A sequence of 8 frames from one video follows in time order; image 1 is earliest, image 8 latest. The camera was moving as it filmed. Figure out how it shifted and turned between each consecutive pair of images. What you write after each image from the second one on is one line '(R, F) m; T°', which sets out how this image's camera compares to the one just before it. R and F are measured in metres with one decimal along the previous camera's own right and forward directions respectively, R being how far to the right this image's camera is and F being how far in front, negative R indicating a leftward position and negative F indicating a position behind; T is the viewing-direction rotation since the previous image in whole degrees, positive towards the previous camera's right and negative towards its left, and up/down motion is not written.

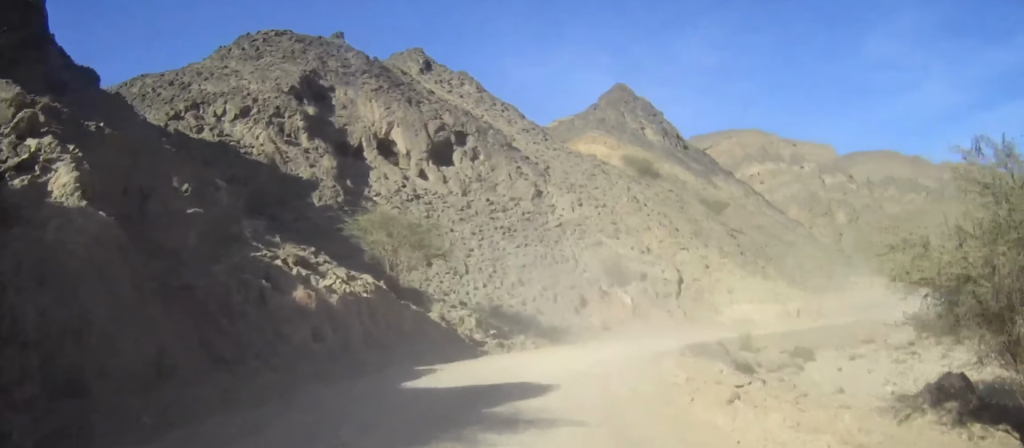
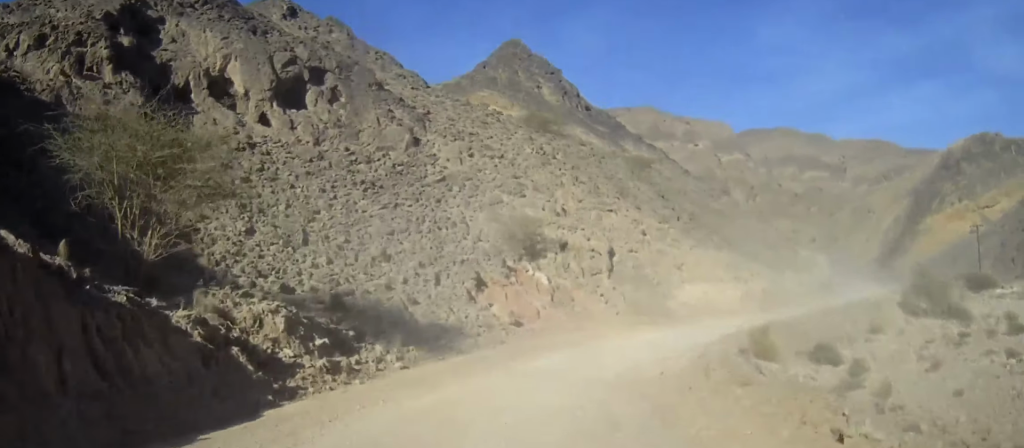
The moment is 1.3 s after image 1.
(+0.4, +16.7) m; +5°
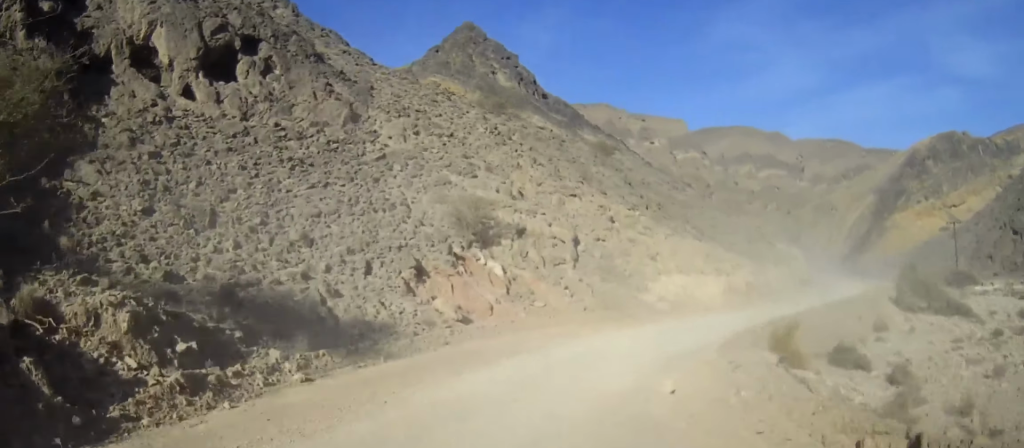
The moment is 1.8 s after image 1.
(-0.1, +6.0) m; +3°
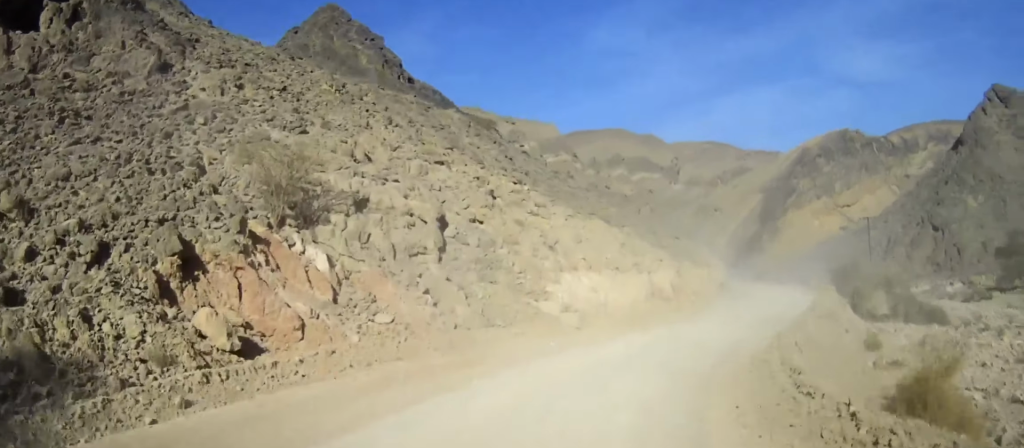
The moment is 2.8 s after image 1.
(+0.8, +11.0) m; +11°
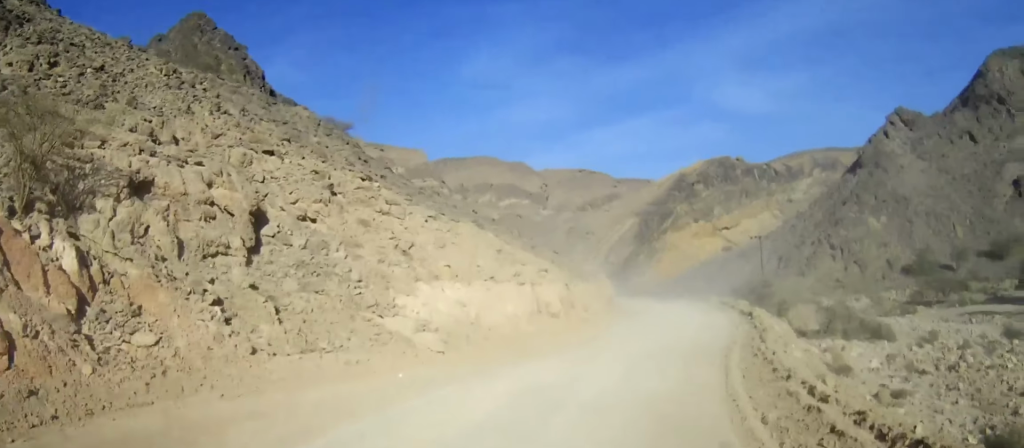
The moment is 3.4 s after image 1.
(+0.8, +7.2) m; +9°
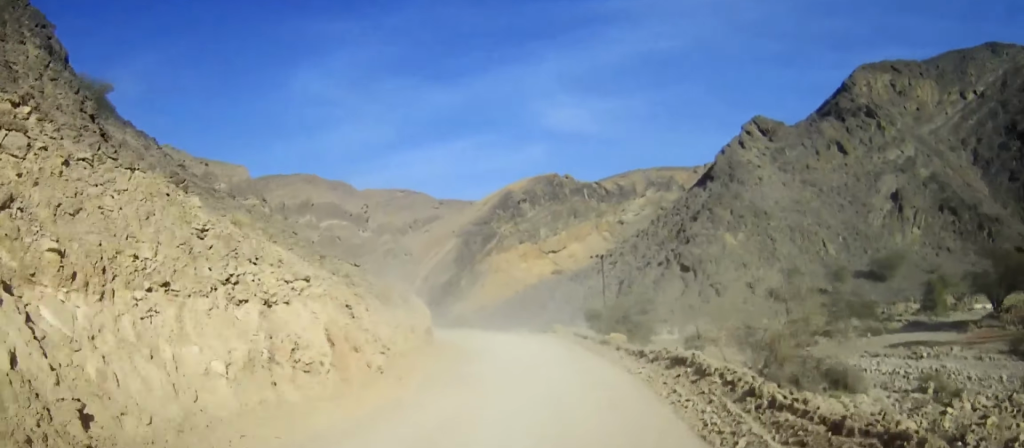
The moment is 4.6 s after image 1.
(+1.5, +11.4) m; +14°
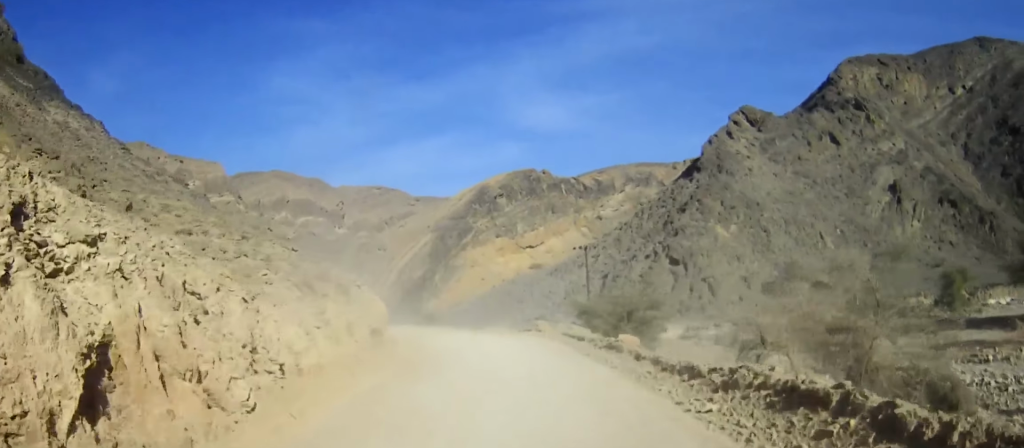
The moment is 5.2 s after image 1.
(+0.5, +6.6) m; +5°
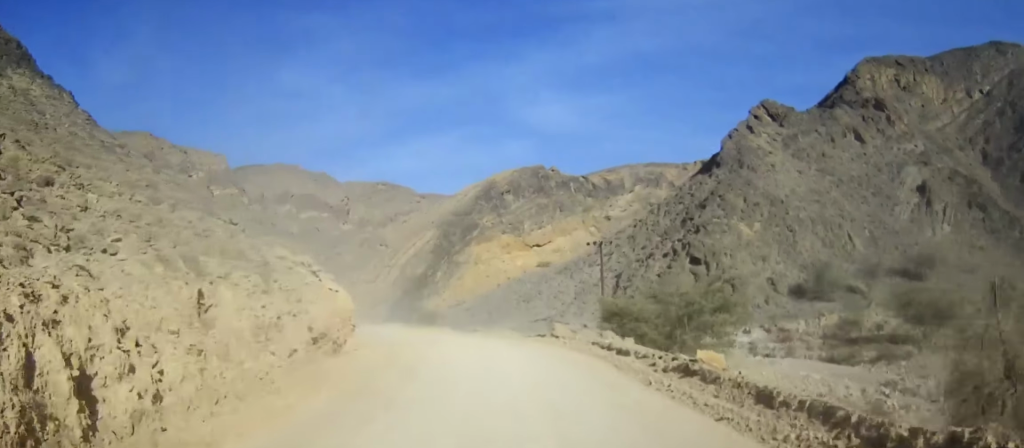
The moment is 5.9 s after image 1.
(+0.3, +7.2) m; +3°
